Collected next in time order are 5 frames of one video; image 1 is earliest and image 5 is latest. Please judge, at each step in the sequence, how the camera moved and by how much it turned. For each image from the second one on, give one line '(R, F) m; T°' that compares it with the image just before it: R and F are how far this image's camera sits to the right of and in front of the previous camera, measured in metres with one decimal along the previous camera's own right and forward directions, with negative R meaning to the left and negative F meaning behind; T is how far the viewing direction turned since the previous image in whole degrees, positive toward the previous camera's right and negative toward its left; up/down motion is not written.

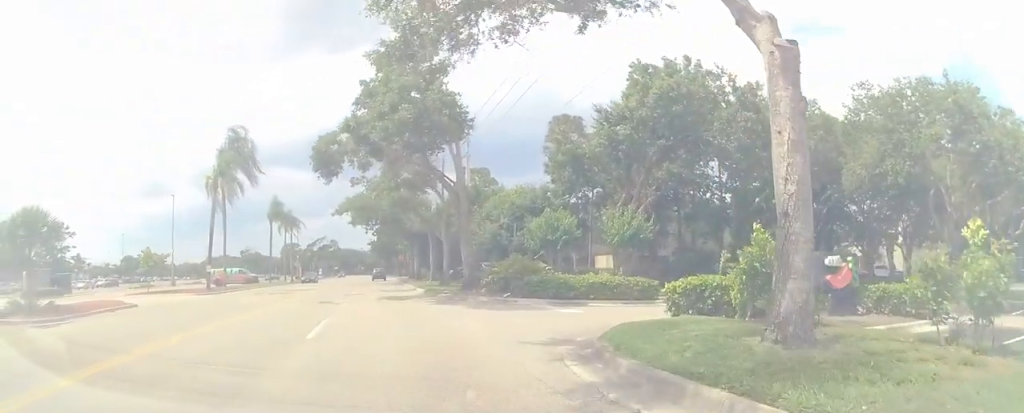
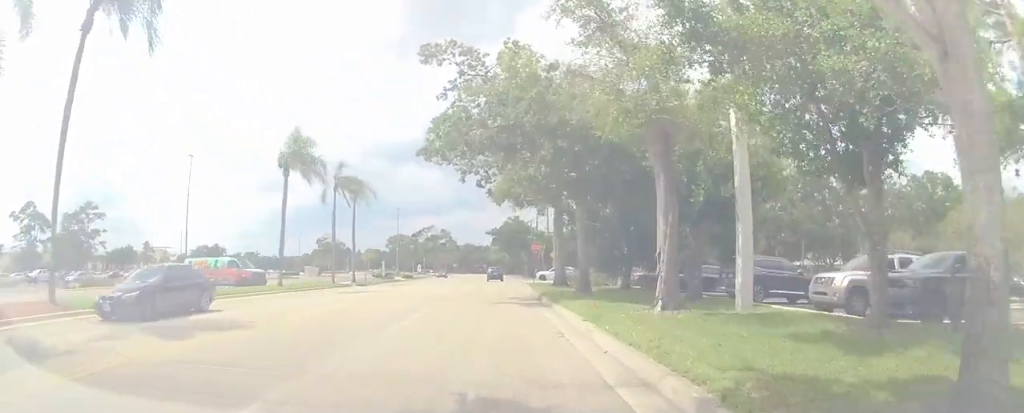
(-3.7, +27.5) m; -11°
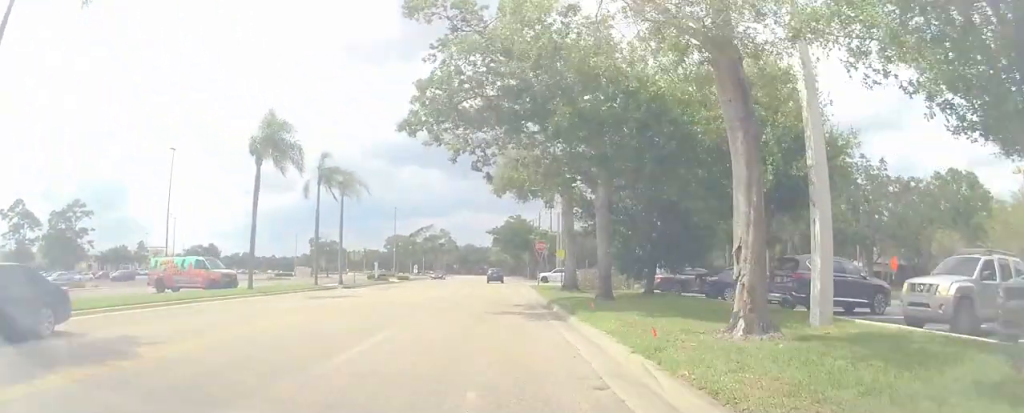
(0.0, +4.1) m; 0°
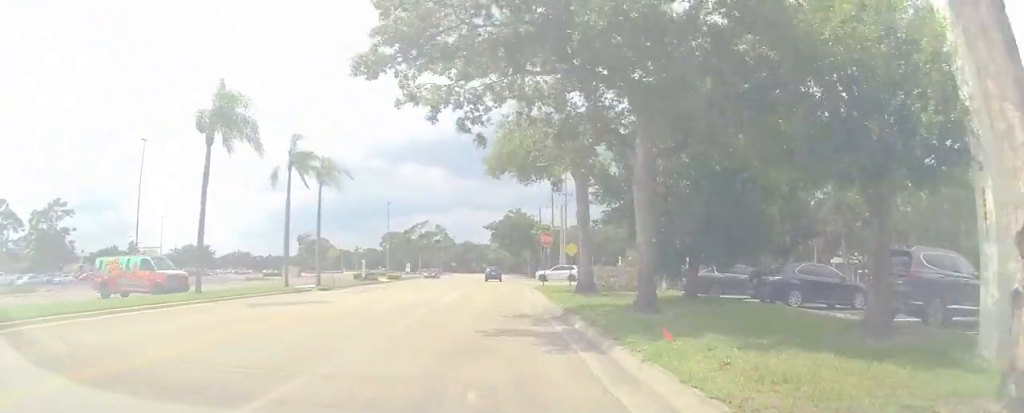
(0.0, +5.3) m; 0°
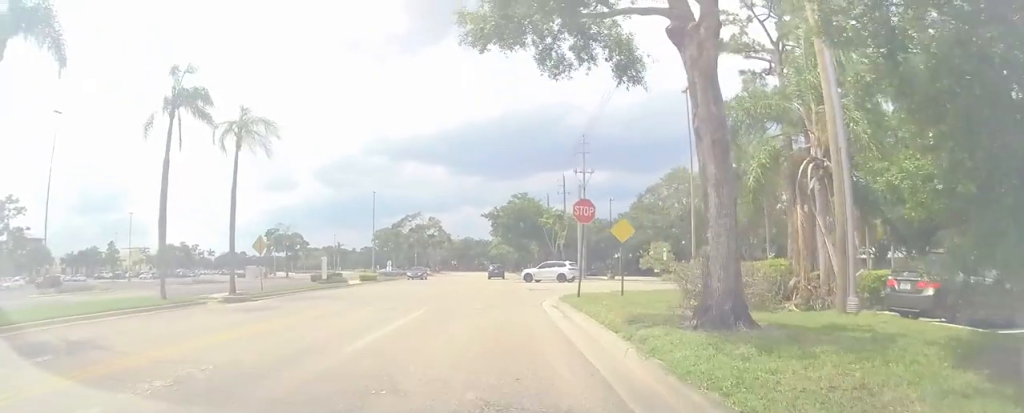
(-0.2, +13.5) m; -2°
